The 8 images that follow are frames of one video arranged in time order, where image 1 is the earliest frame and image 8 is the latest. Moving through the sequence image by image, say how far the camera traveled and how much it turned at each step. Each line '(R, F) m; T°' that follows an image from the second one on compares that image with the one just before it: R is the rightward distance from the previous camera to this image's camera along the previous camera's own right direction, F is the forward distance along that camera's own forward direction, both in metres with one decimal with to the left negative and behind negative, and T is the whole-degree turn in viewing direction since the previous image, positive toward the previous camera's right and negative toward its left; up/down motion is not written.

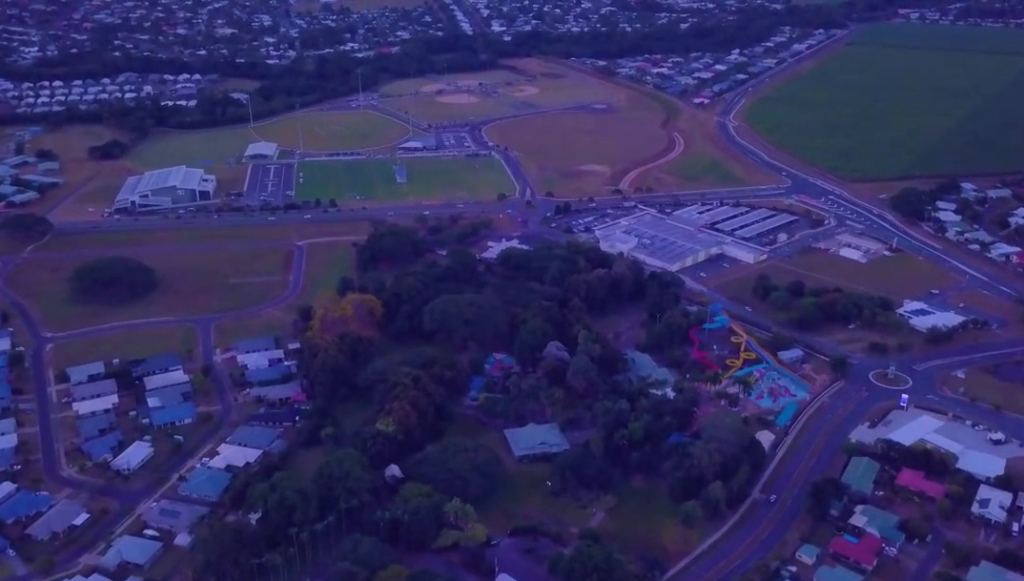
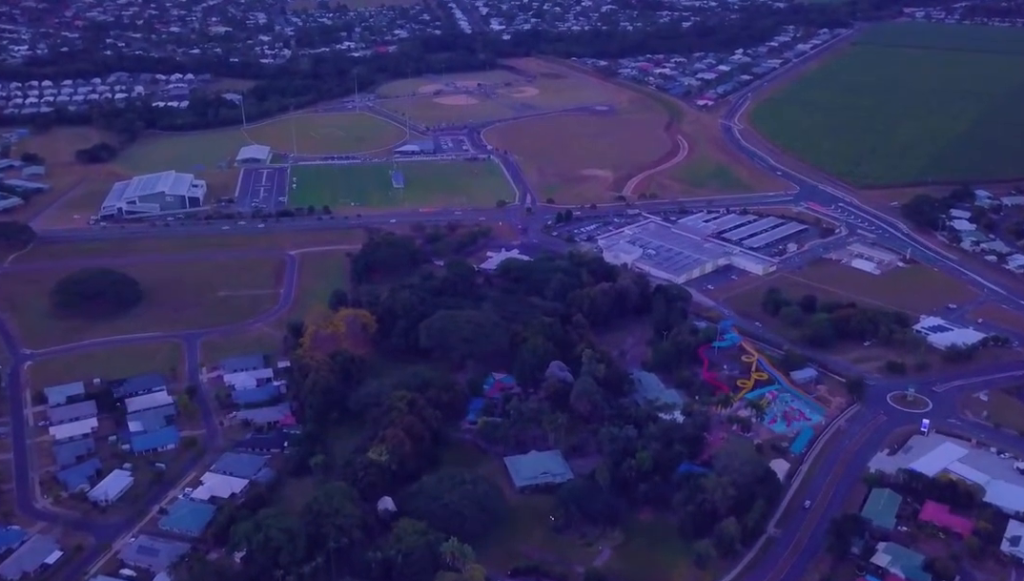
(0.0, +13.5) m; 0°
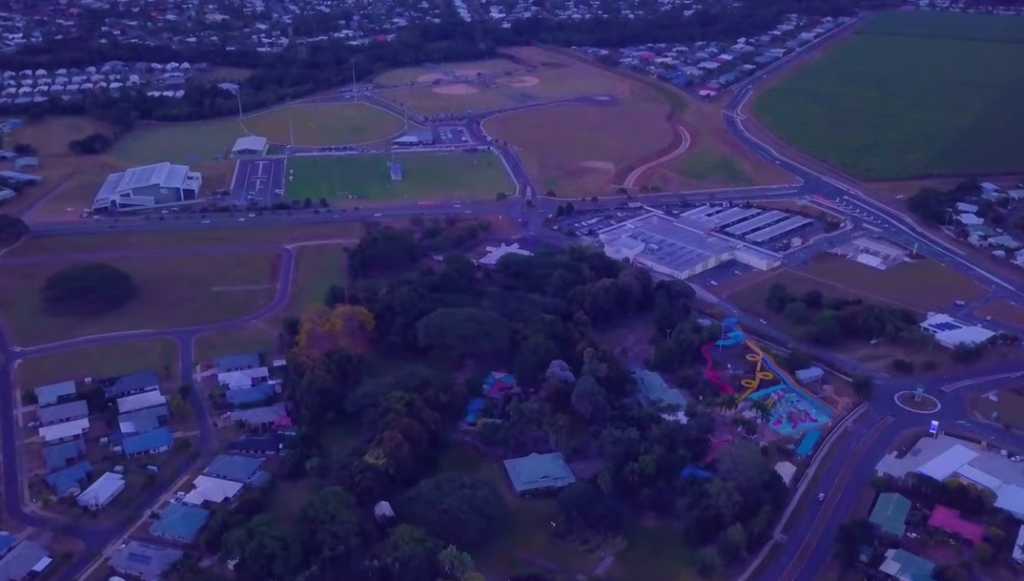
(0.0, +5.7) m; 0°
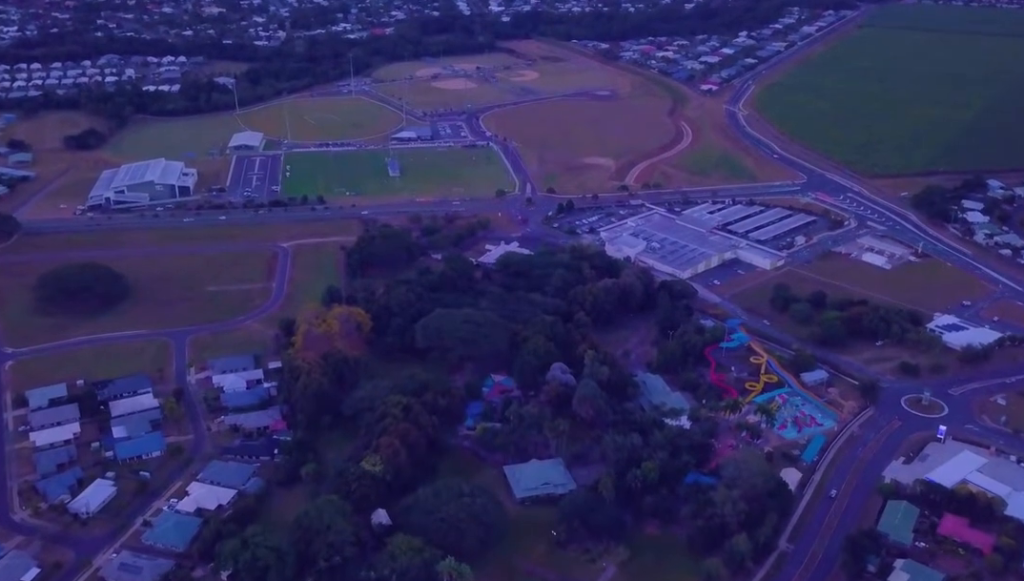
(0.0, +5.0) m; 0°
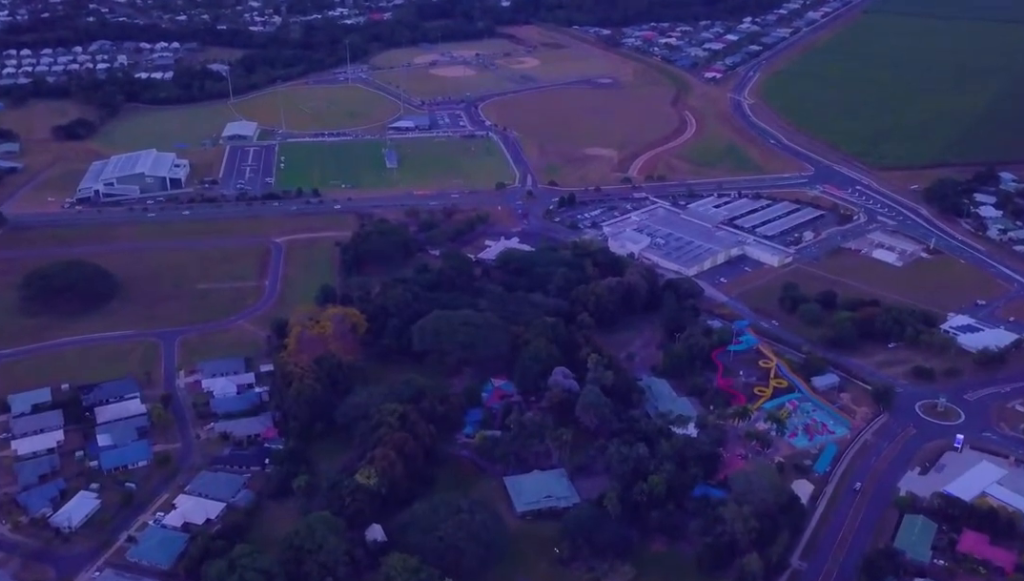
(0.0, +9.7) m; 0°
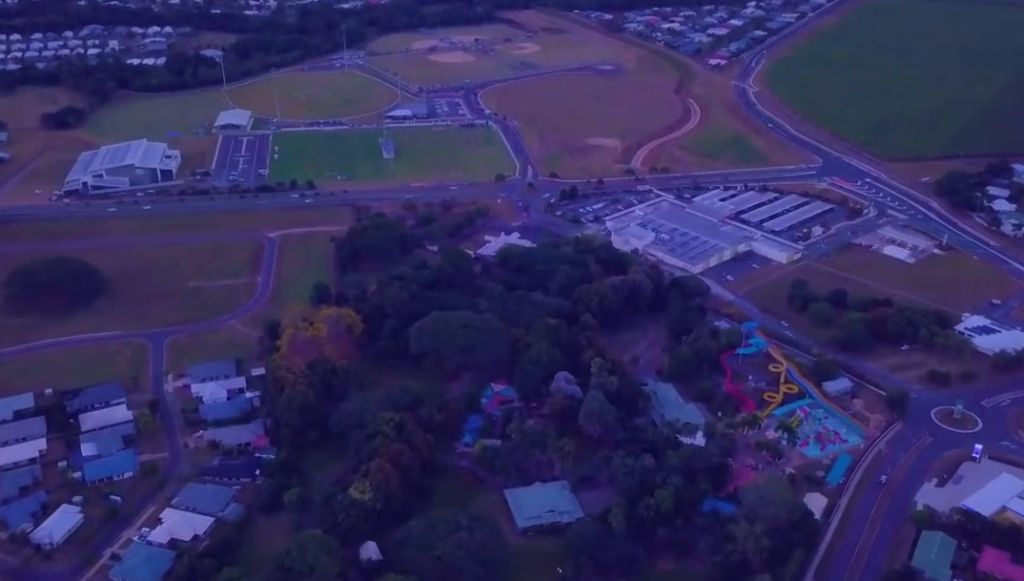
(0.0, +9.9) m; 0°
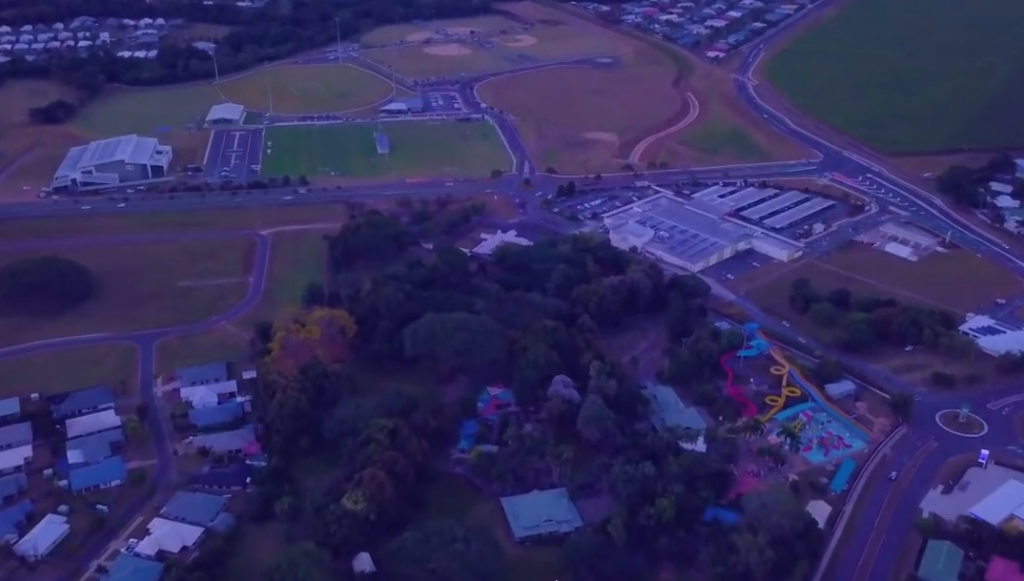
(0.0, +5.6) m; 0°
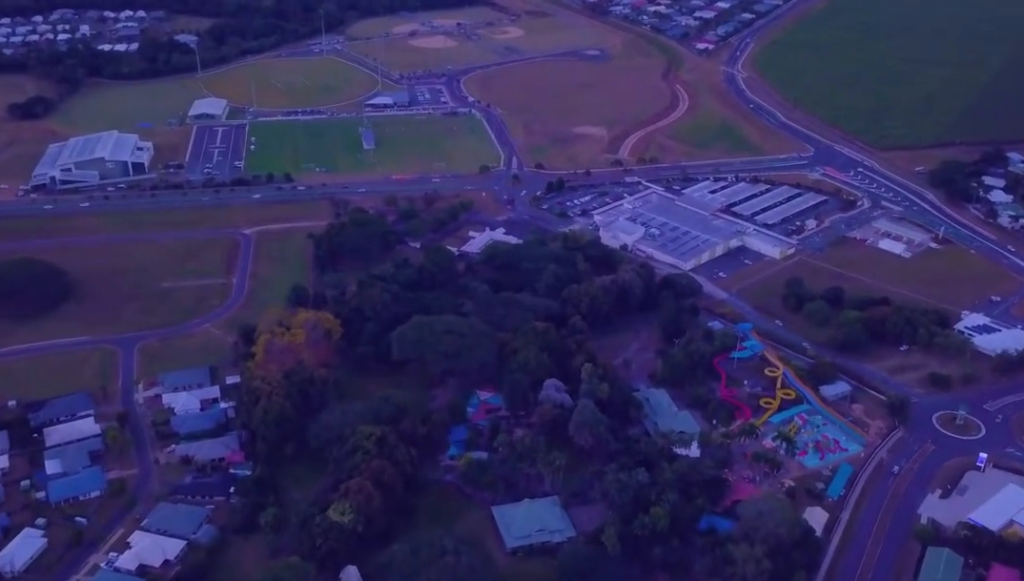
(0.0, +5.6) m; 0°
